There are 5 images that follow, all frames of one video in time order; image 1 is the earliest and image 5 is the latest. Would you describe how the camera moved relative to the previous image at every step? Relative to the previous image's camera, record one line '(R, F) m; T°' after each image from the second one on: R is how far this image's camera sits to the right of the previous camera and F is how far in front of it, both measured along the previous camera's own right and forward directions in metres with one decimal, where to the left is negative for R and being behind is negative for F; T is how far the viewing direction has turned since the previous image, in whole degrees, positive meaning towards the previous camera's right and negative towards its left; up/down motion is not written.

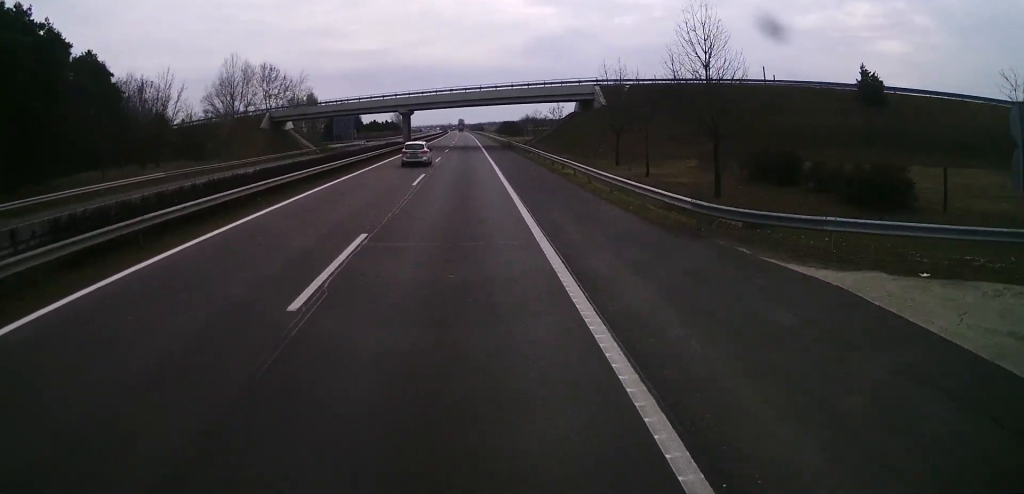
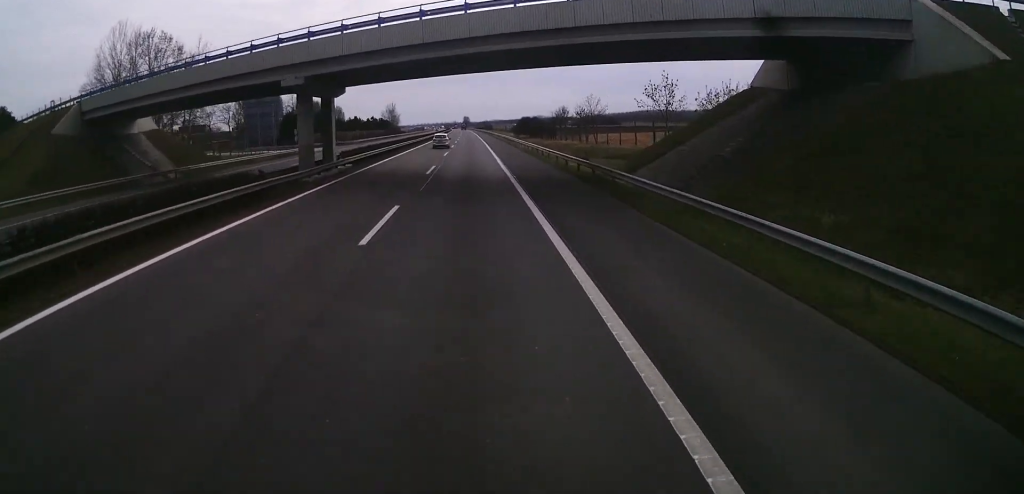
(0.0, +51.1) m; 0°
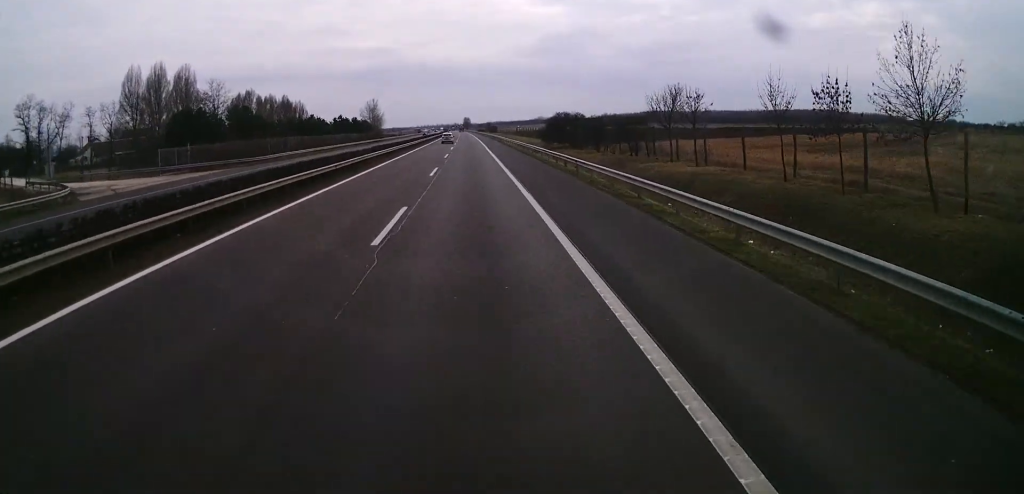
(-0.5, +55.0) m; 0°
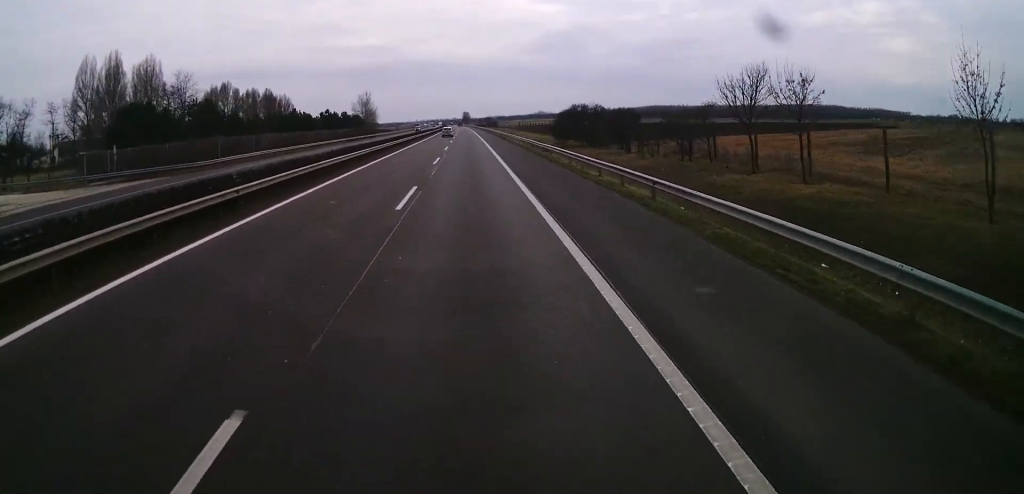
(0.0, +12.9) m; 0°
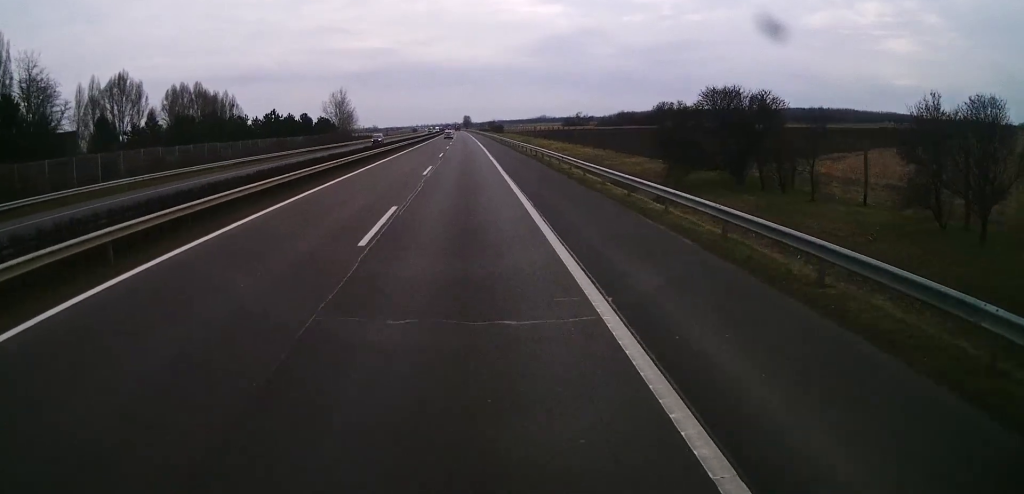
(-0.1, +41.4) m; 0°
